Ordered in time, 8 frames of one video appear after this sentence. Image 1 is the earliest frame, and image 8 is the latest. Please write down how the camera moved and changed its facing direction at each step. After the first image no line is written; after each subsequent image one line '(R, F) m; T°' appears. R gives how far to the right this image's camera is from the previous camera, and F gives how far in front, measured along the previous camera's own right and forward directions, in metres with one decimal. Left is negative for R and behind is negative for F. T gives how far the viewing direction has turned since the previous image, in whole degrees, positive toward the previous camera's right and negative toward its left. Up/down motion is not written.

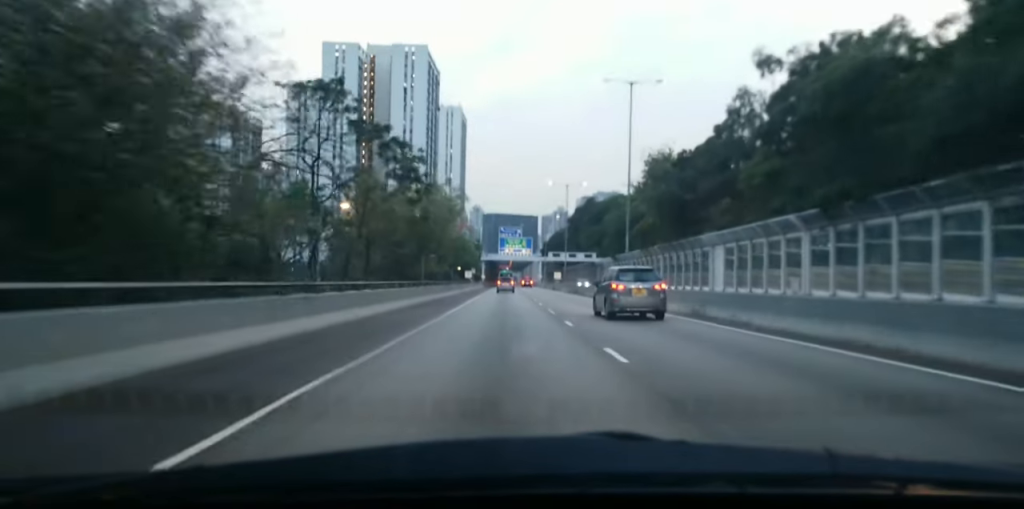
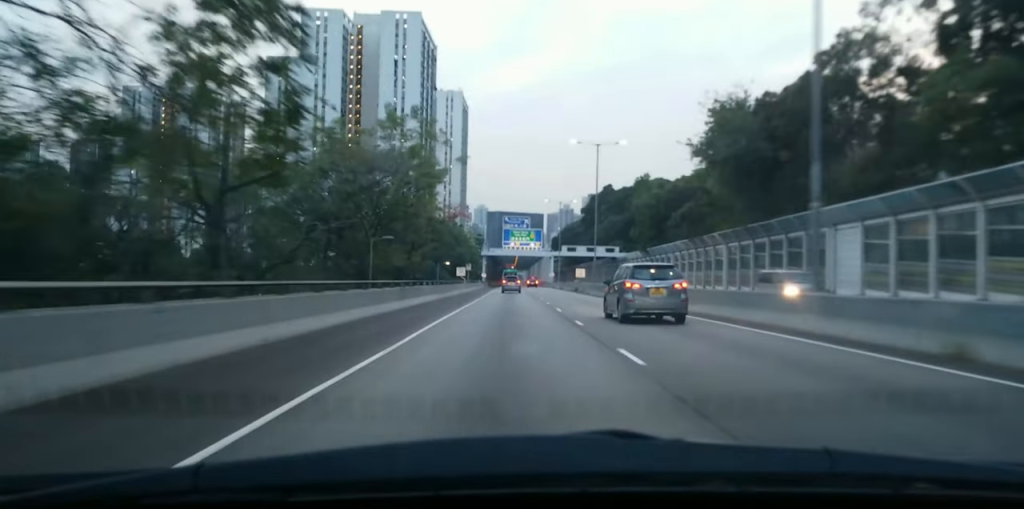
(-0.1, +27.6) m; 0°
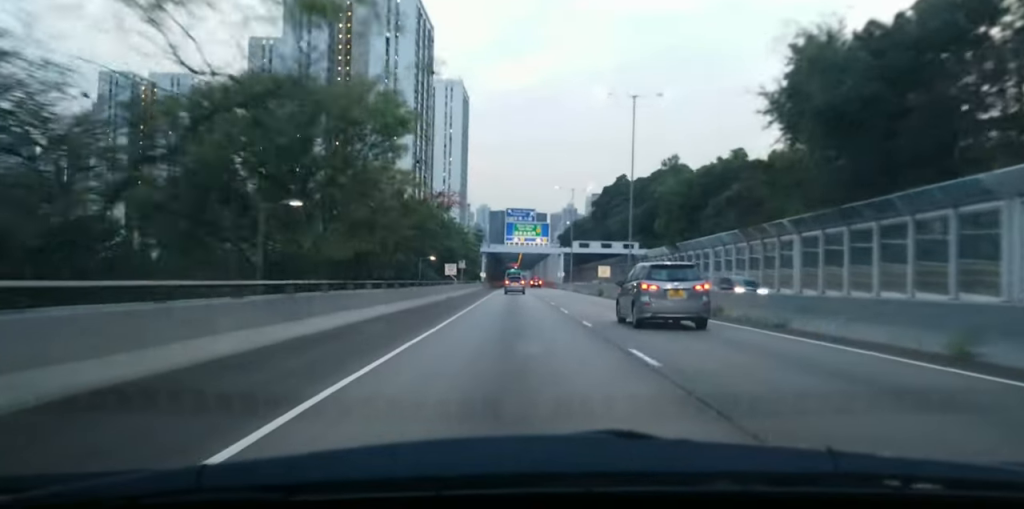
(+0.1, +18.1) m; +1°
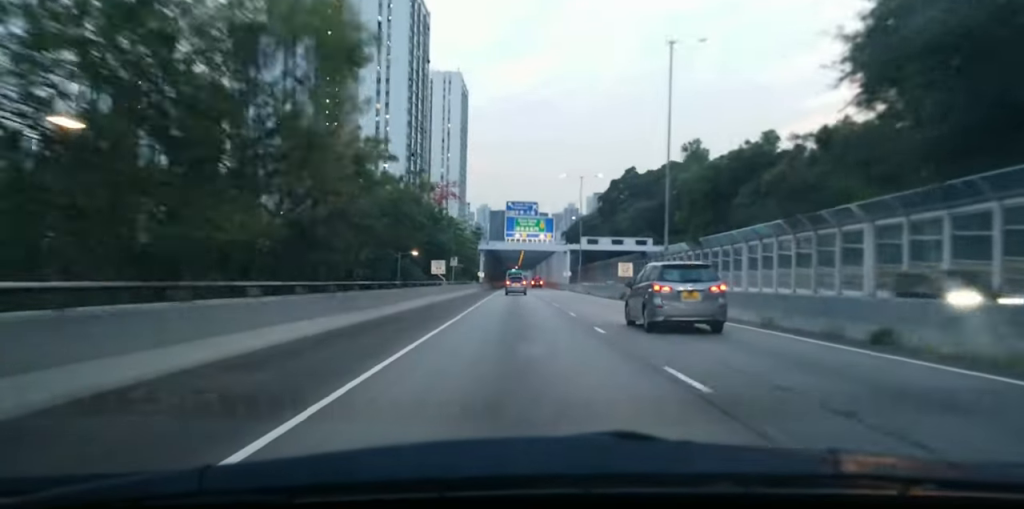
(0.0, +10.9) m; +1°
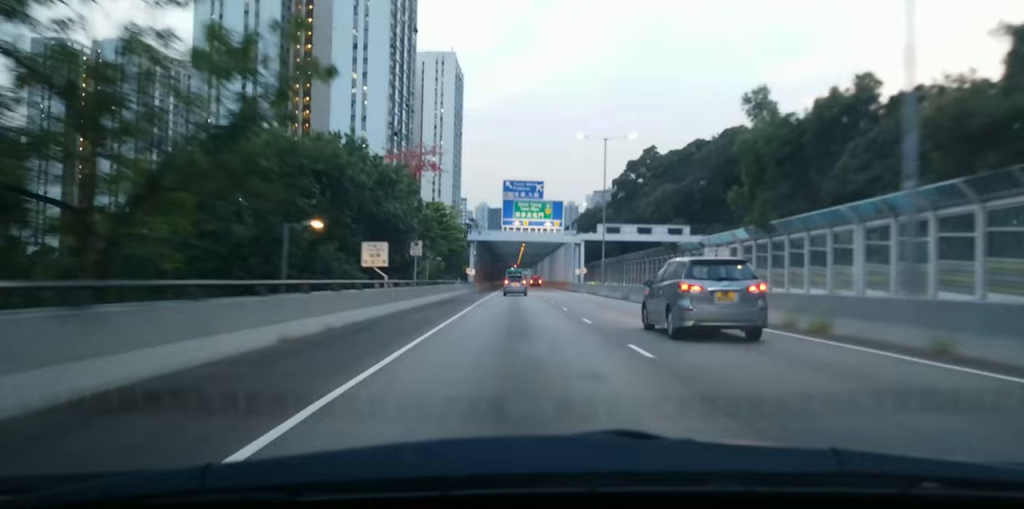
(+0.4, +23.8) m; -1°
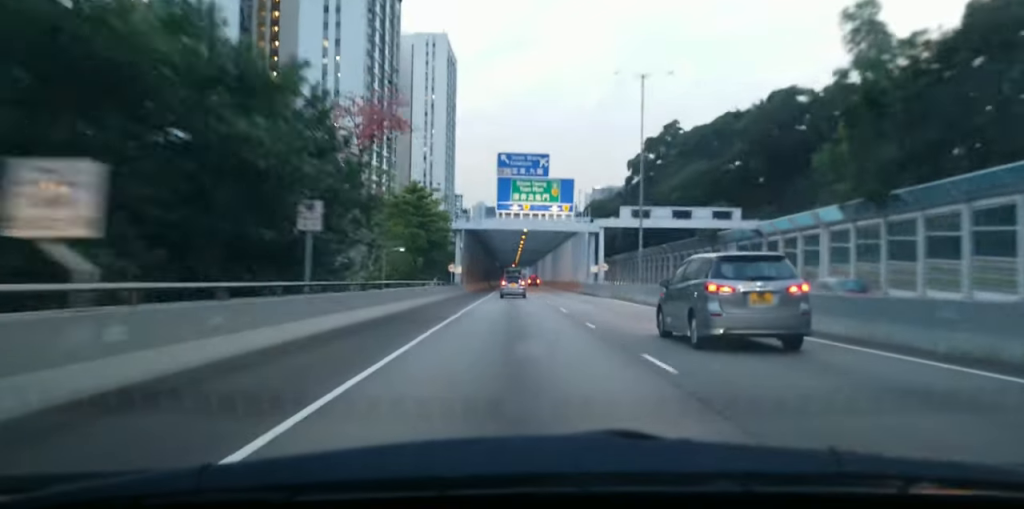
(-0.5, +19.2) m; -1°
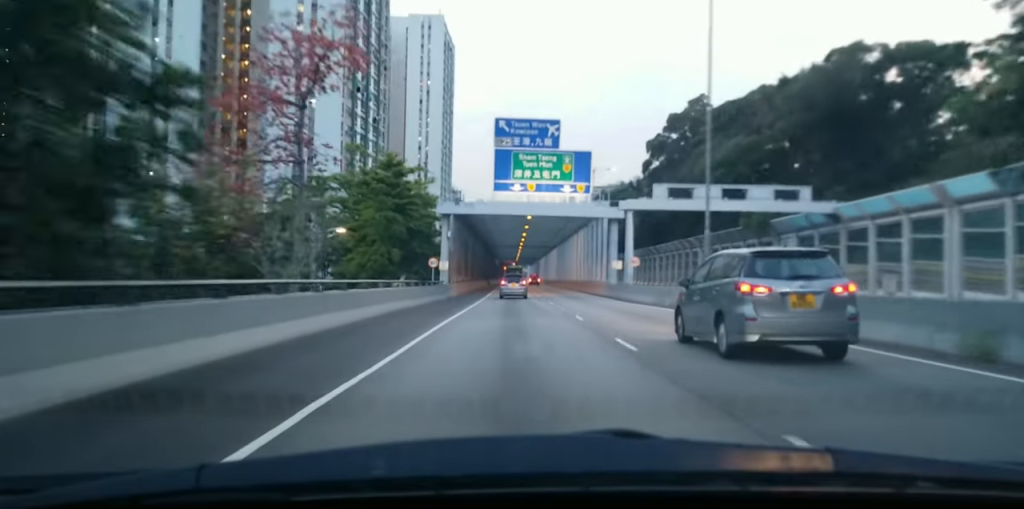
(+0.1, +16.3) m; +1°
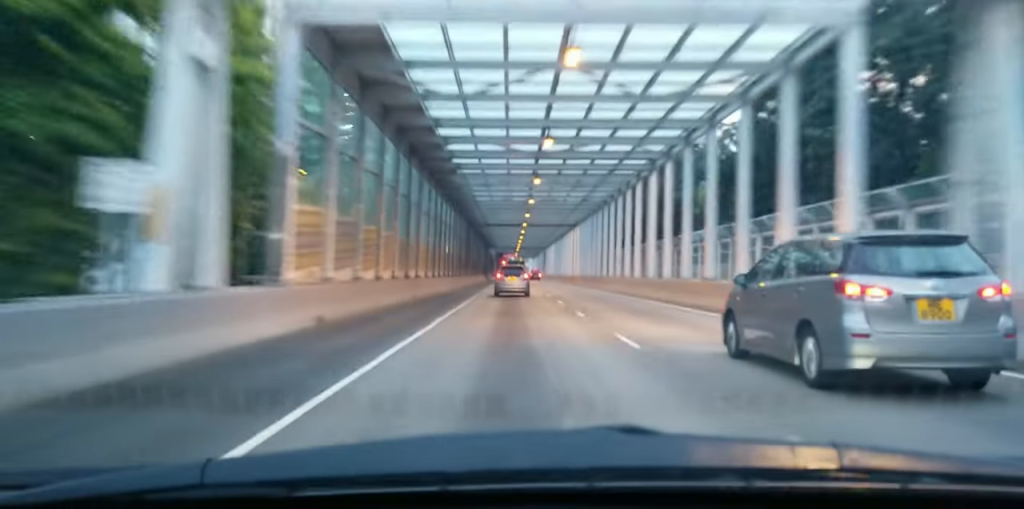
(-0.3, +45.9) m; -1°
